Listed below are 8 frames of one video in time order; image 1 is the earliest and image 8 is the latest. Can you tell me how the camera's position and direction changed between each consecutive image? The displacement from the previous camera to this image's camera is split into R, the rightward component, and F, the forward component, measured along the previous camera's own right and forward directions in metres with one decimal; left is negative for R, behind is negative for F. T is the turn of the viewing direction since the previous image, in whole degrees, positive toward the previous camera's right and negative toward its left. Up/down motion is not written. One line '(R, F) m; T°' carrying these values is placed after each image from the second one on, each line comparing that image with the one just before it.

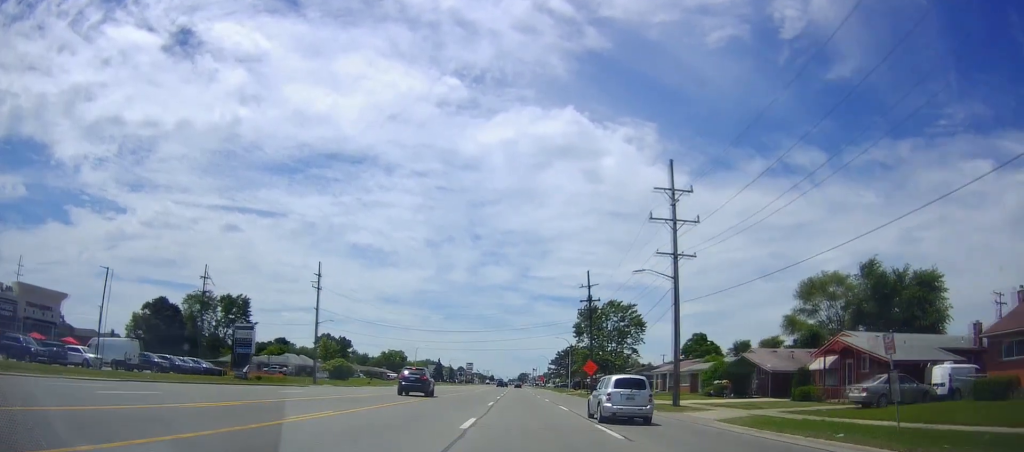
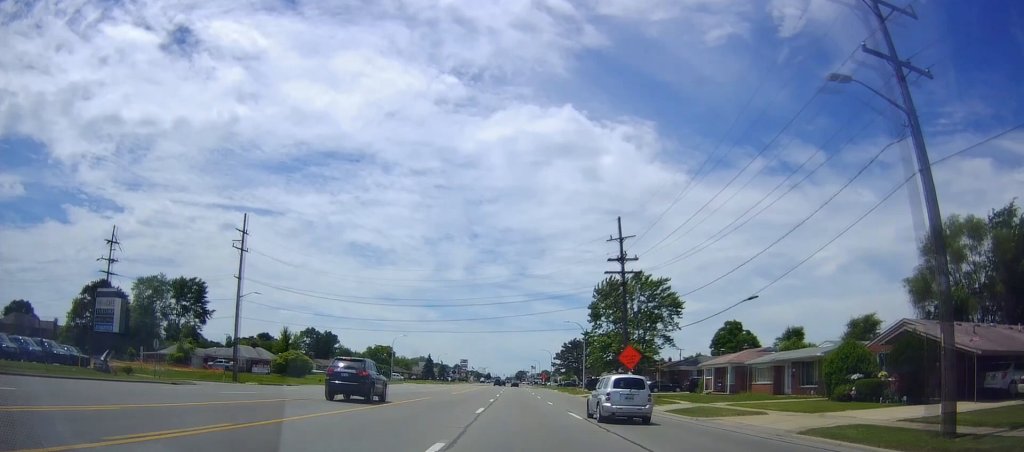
(+0.5, +23.3) m; +2°
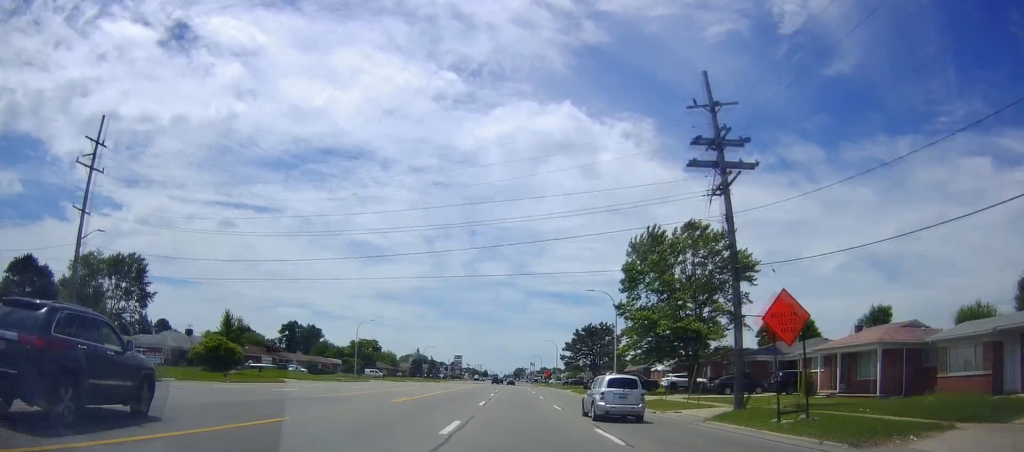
(-0.3, +24.3) m; -2°
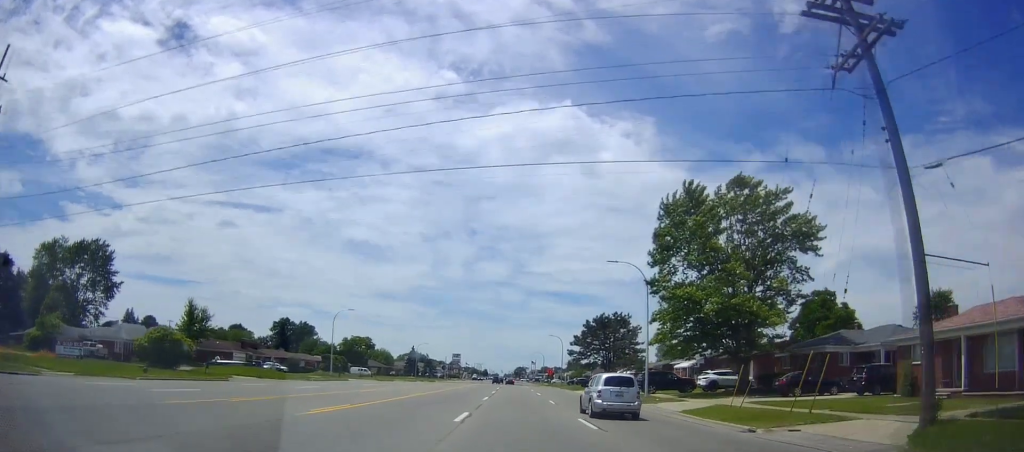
(-0.2, +11.7) m; -1°
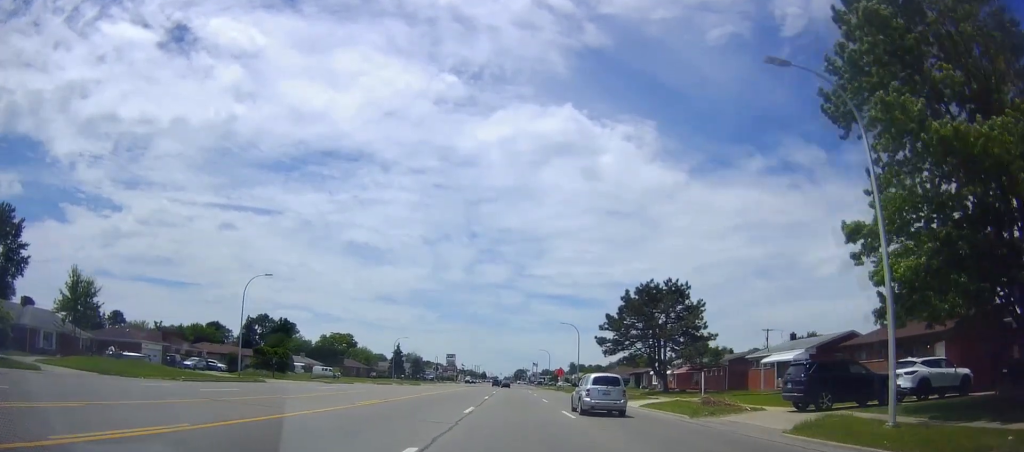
(-0.1, +26.4) m; 0°
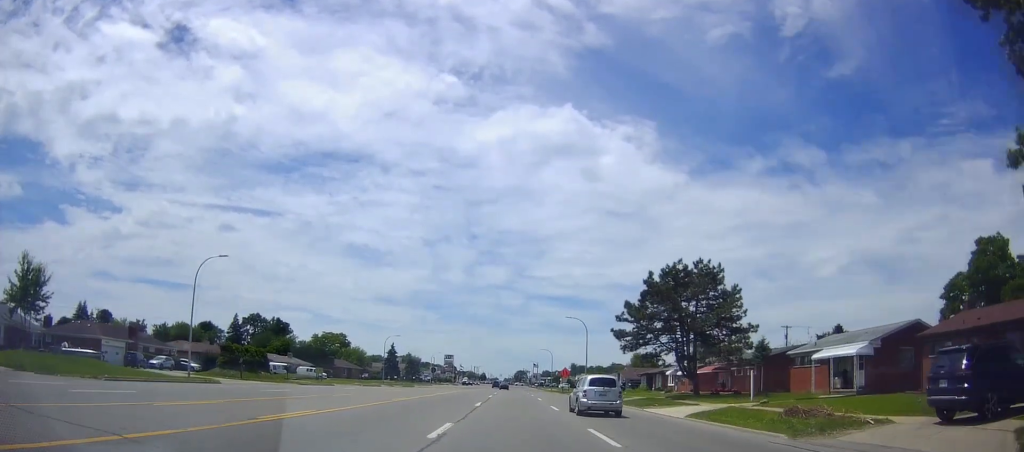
(-0.1, +8.6) m; +1°
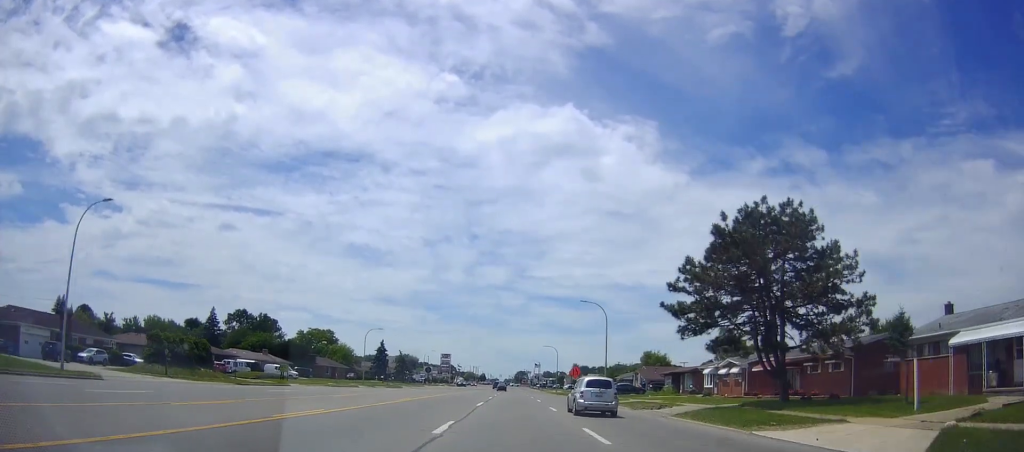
(+0.2, +14.4) m; +1°
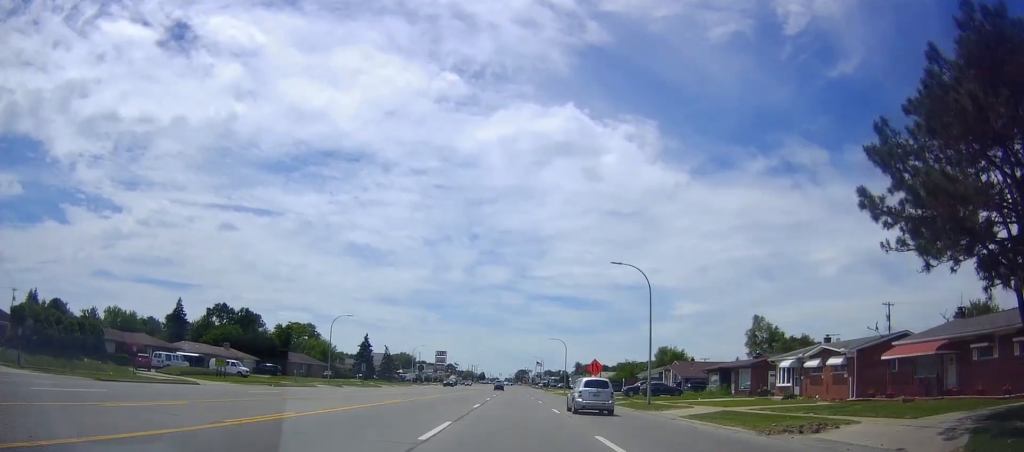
(+0.2, +17.6) m; 0°
